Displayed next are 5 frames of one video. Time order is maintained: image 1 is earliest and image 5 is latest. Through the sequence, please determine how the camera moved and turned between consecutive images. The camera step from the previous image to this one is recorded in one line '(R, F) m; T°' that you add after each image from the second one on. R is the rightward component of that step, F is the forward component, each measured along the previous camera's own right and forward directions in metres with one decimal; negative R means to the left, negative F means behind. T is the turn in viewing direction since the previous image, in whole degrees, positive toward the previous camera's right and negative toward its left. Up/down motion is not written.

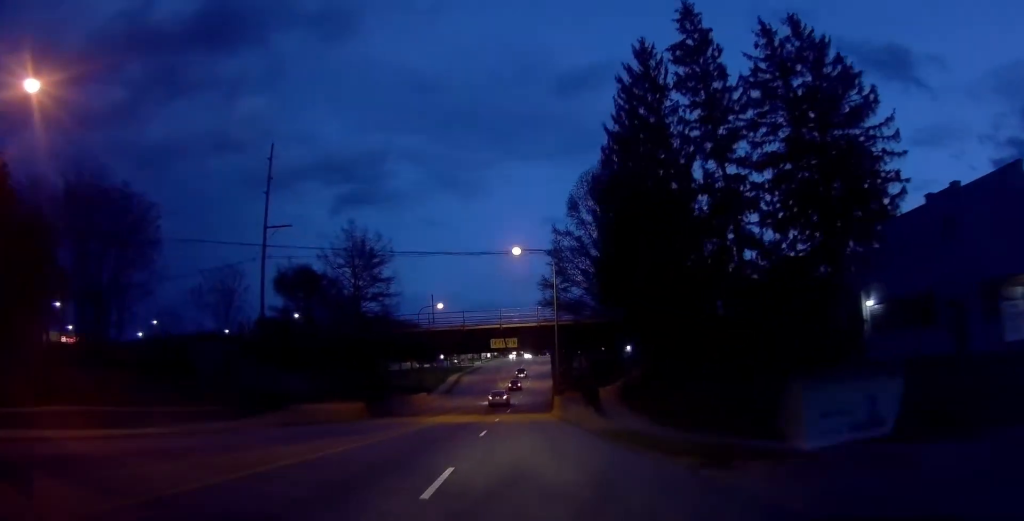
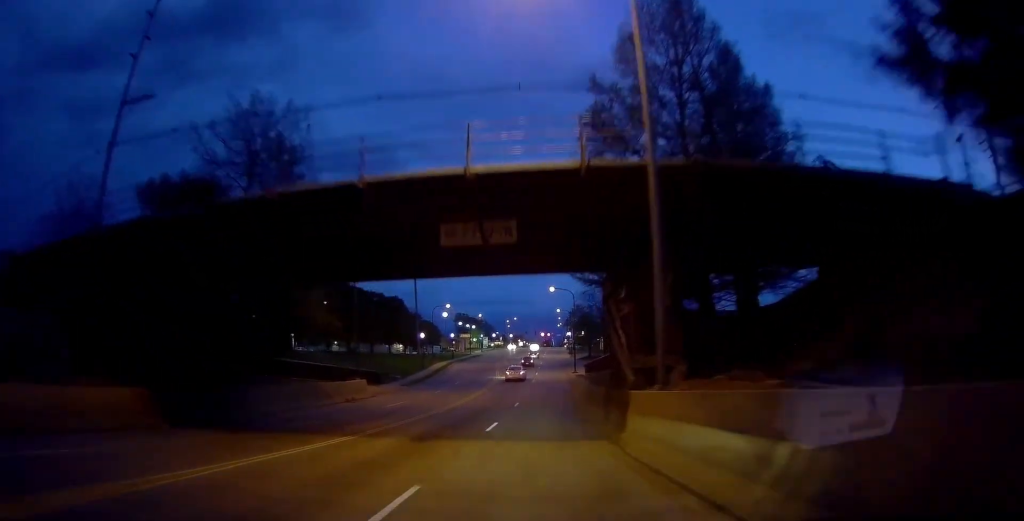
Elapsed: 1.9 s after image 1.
(0.0, +28.1) m; 0°
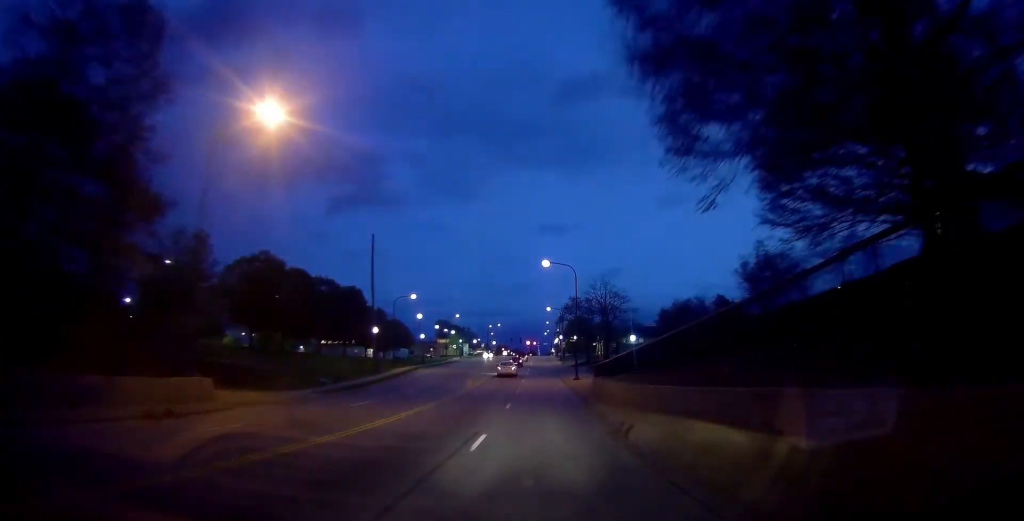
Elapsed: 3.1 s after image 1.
(0.0, +19.4) m; 0°
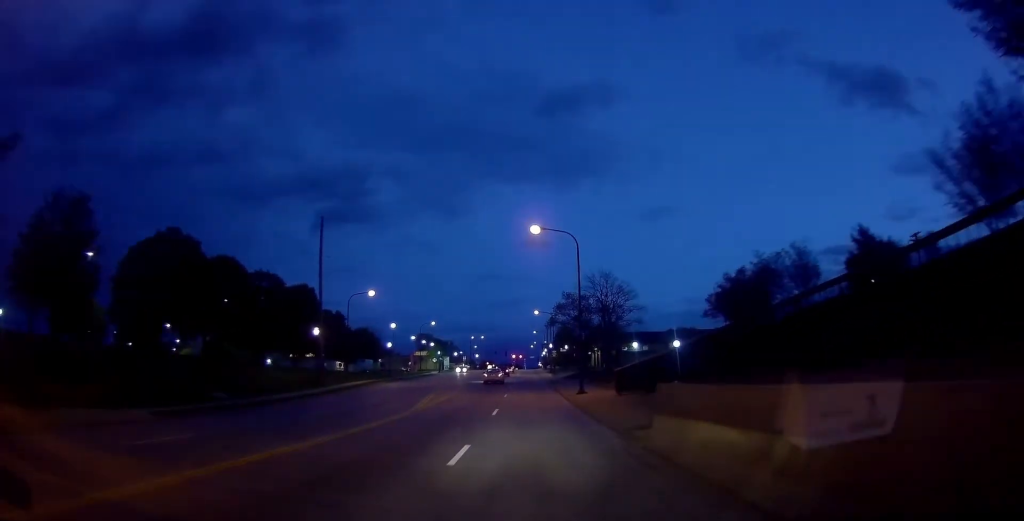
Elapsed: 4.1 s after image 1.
(0.0, +14.8) m; +1°
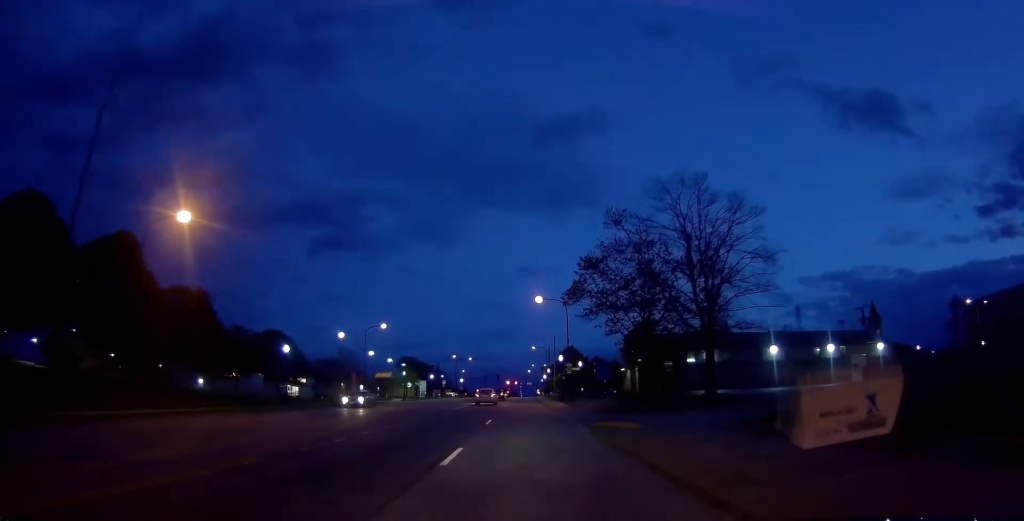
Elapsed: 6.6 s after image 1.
(-0.6, +37.7) m; -1°
